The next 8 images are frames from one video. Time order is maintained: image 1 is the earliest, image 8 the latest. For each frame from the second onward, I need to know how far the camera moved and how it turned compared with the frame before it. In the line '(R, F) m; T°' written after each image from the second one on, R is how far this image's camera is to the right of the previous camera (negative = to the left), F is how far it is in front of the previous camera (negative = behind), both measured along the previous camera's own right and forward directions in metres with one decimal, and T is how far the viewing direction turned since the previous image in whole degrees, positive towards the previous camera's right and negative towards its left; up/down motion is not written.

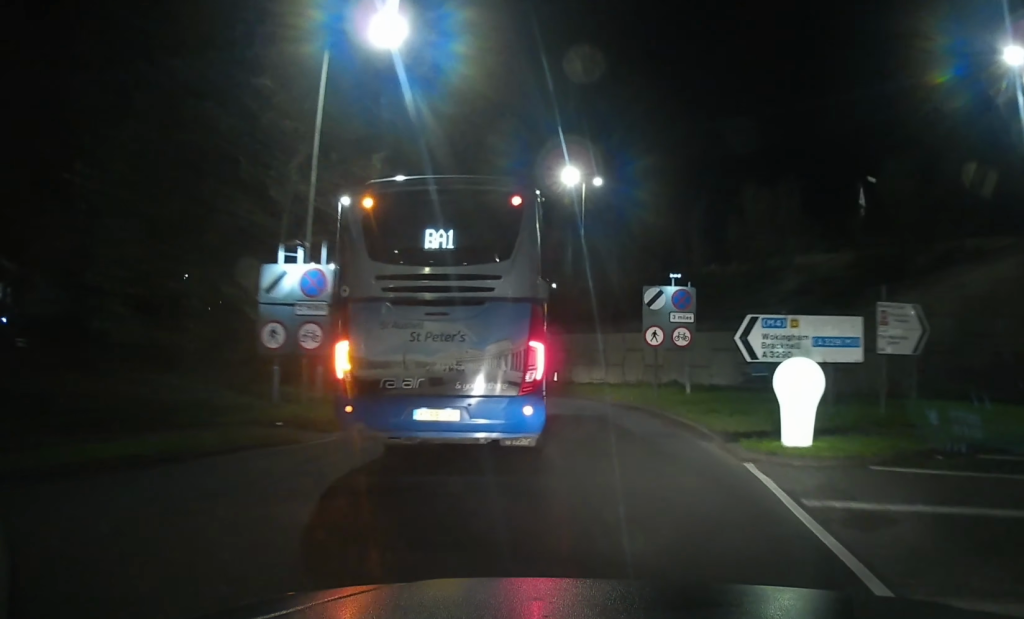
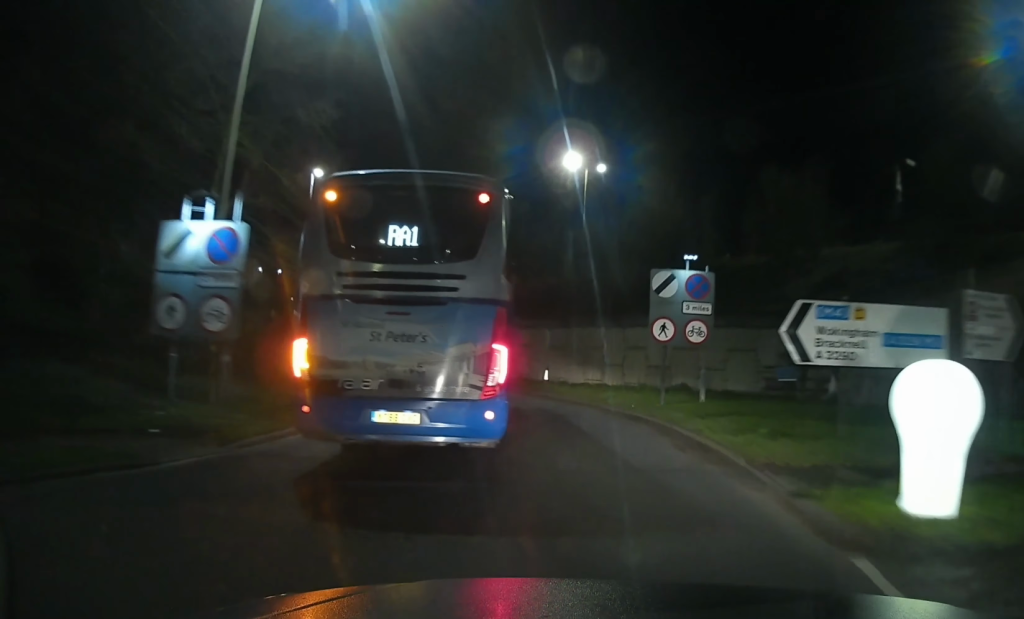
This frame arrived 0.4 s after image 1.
(+0.2, +4.5) m; +1°
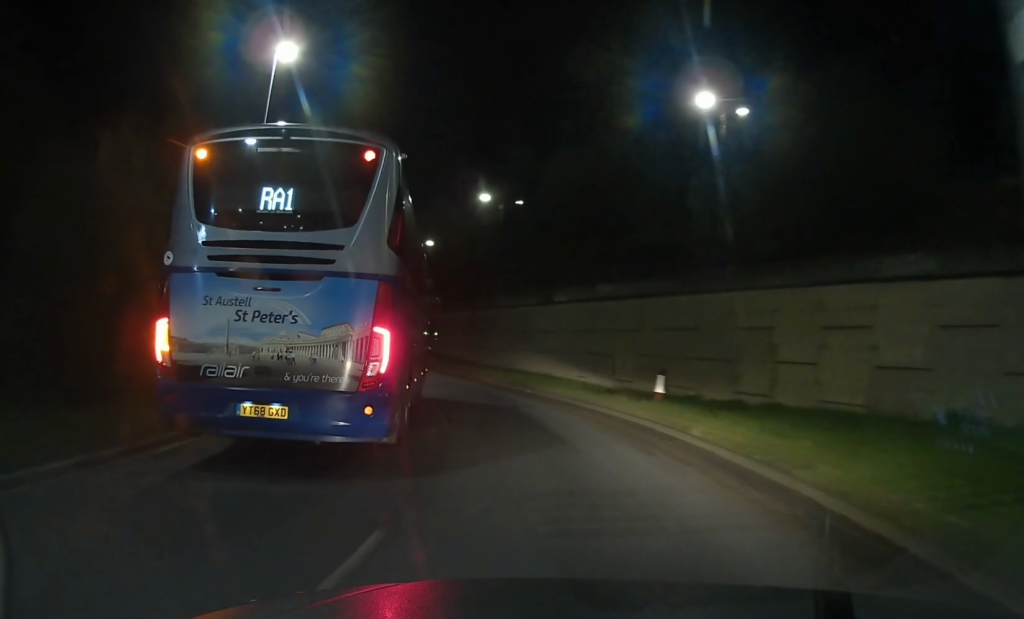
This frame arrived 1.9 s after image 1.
(-1.1, +17.1) m; -11°
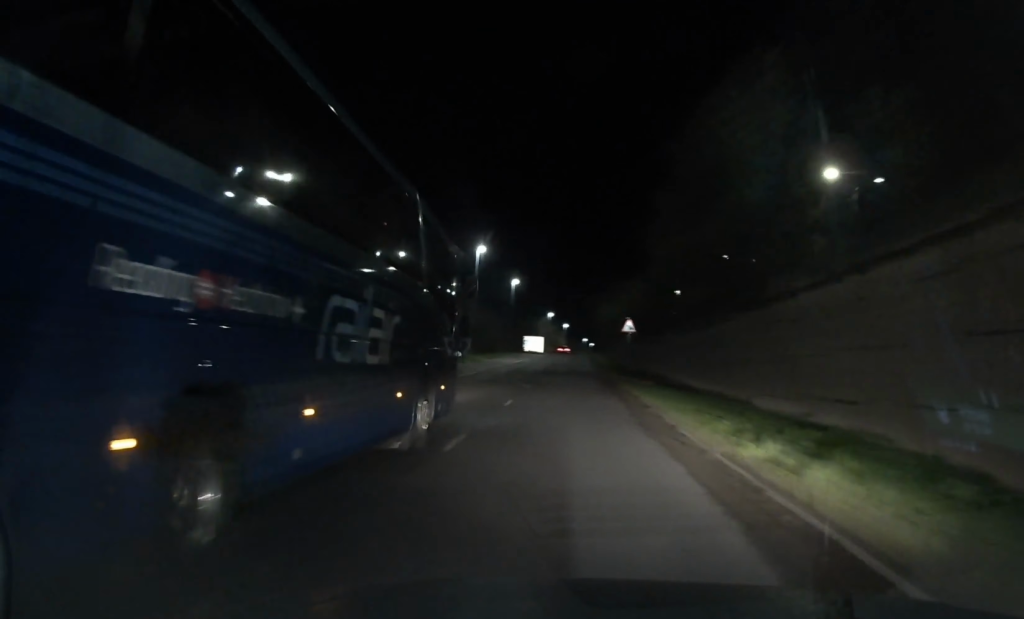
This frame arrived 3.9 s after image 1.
(-6.6, +28.3) m; -23°
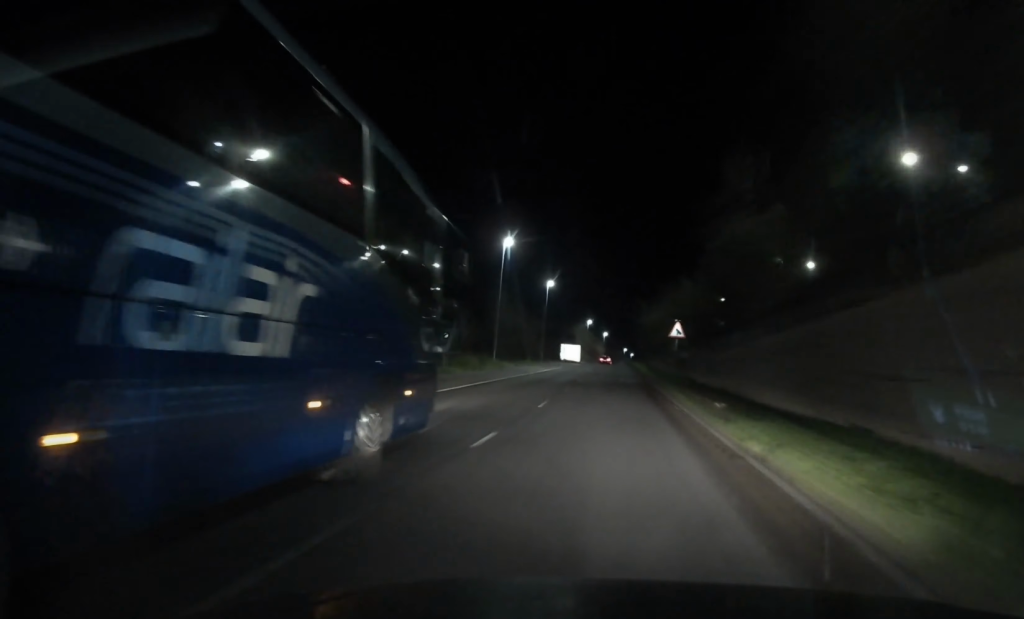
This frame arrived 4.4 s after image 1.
(-0.2, +8.3) m; -4°
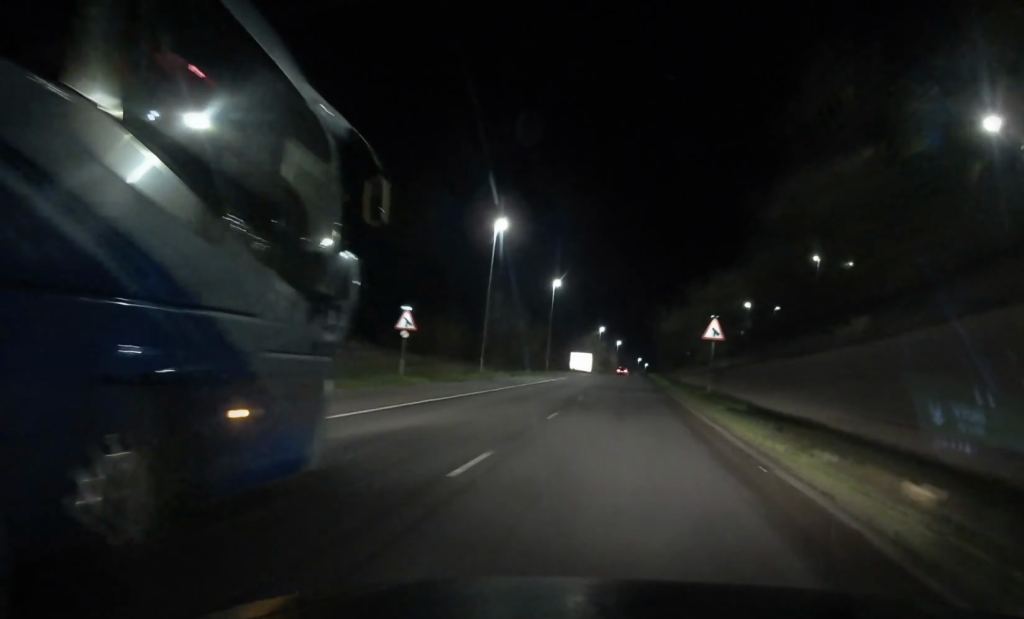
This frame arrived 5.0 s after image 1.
(-0.4, +11.2) m; -2°
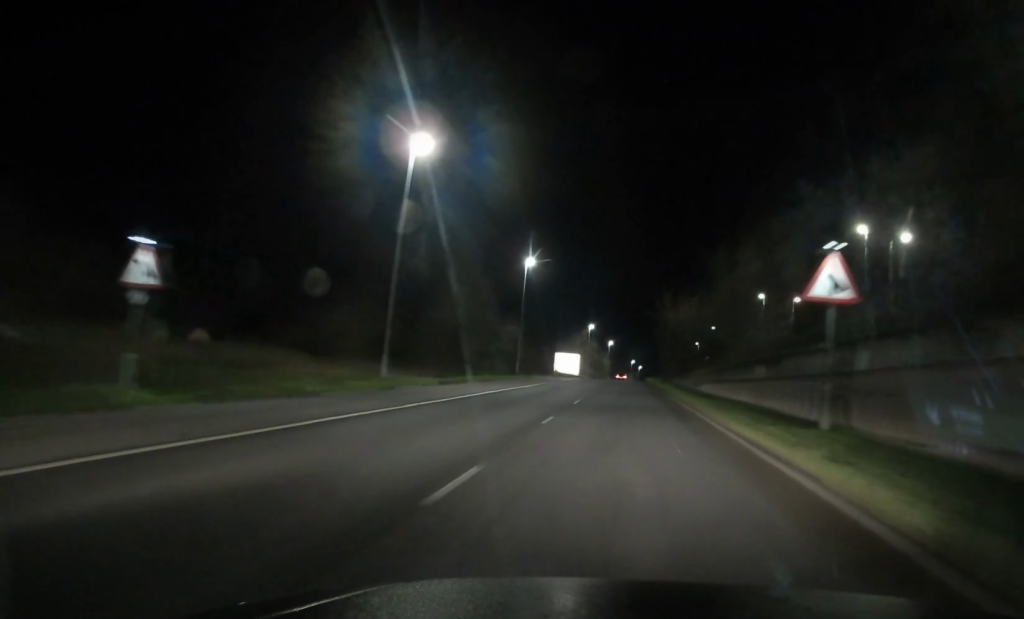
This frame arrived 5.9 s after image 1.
(-0.4, +18.5) m; -1°
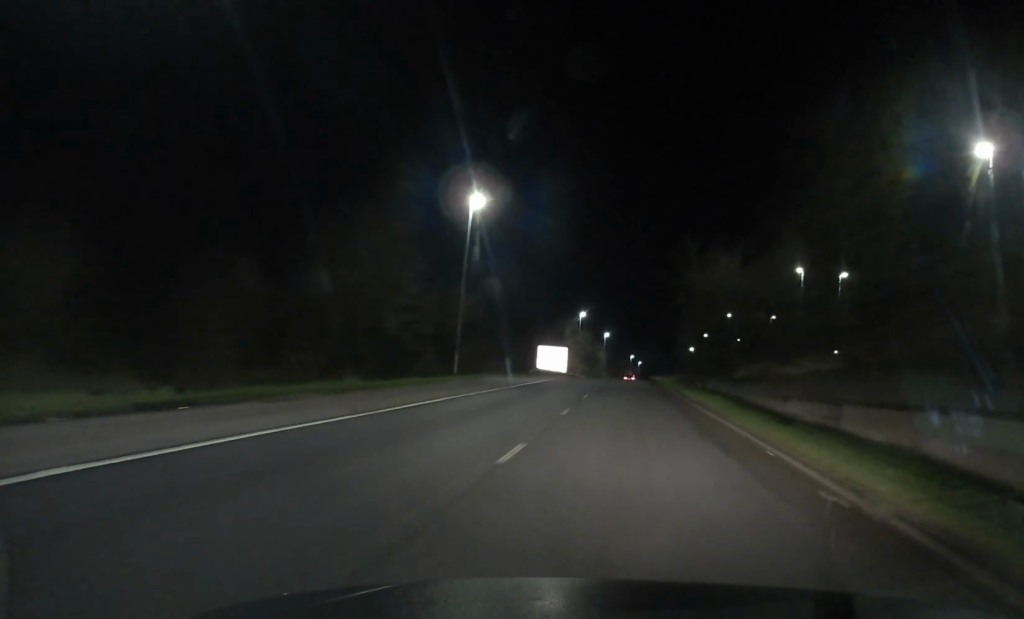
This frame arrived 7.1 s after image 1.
(+0.1, +24.4) m; 0°
